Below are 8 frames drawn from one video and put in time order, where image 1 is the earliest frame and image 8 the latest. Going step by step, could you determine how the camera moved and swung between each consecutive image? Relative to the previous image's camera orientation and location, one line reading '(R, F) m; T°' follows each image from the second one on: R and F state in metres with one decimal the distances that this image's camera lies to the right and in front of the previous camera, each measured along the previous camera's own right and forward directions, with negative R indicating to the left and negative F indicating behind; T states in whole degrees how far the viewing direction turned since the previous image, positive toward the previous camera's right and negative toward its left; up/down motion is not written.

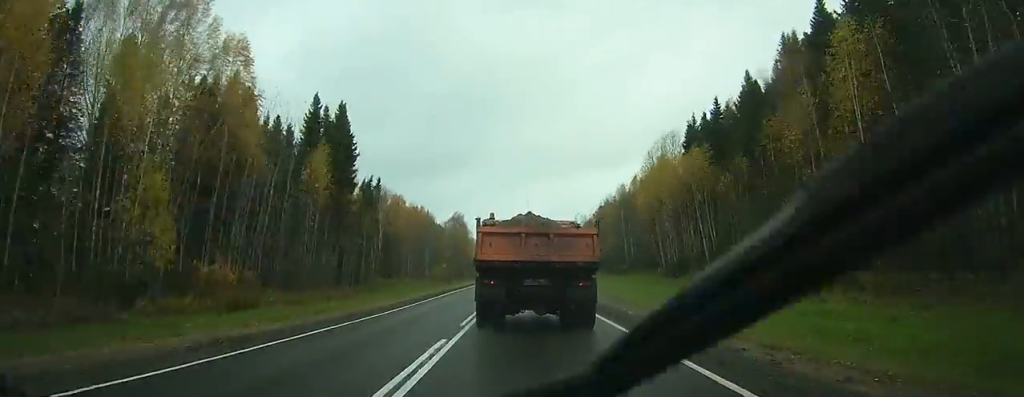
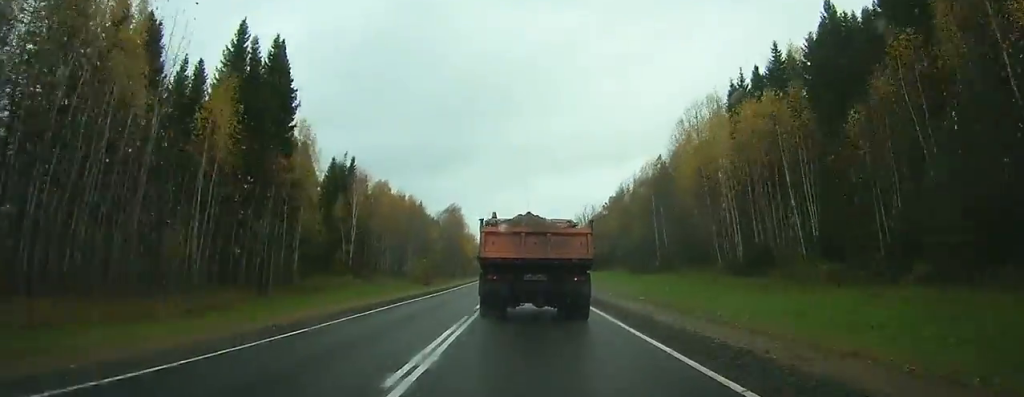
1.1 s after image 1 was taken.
(0.0, +20.5) m; 0°
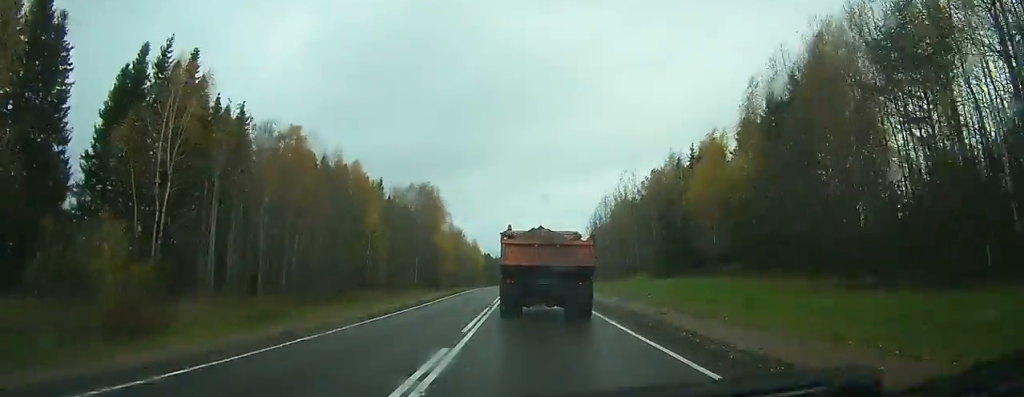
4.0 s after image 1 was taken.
(-0.4, +54.6) m; -1°
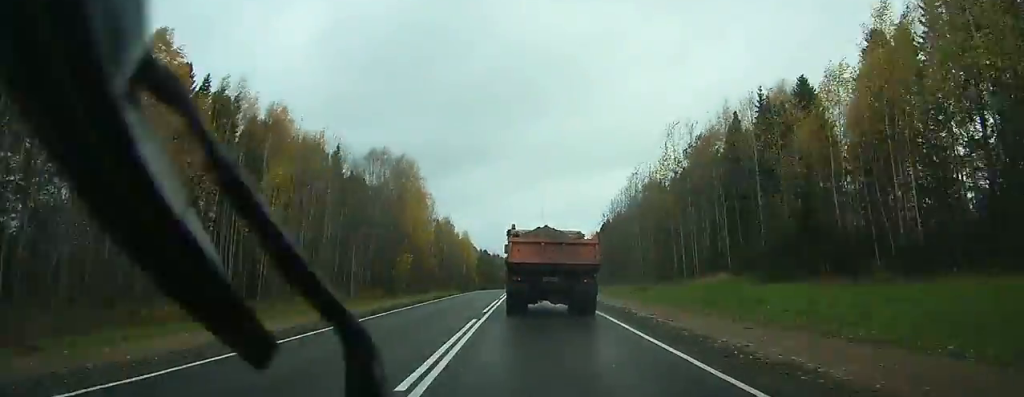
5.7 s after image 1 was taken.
(-0.1, +30.6) m; 0°
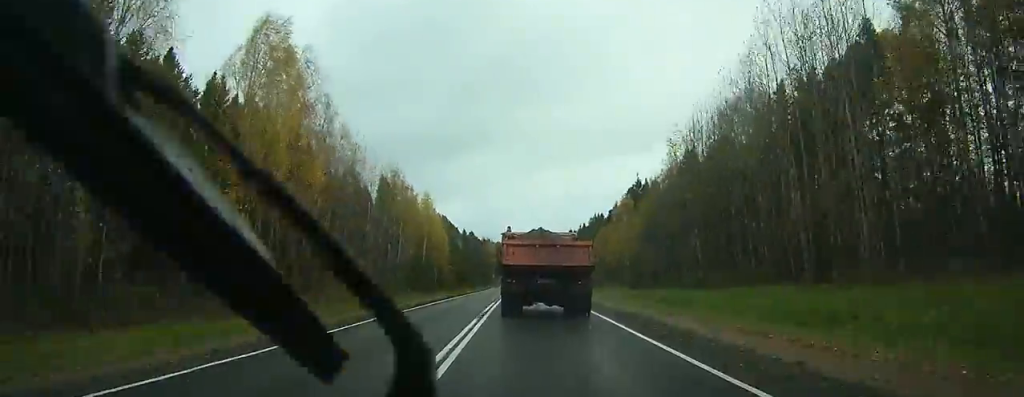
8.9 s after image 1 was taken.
(+0.2, +58.5) m; 0°
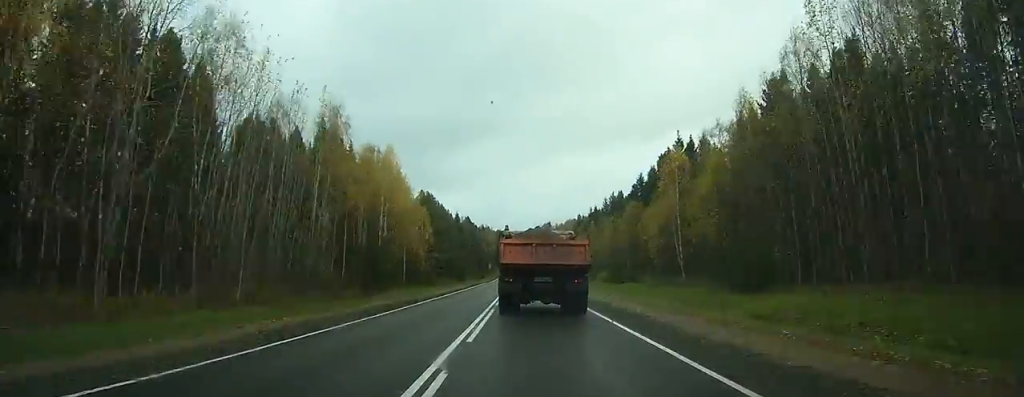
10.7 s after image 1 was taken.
(0.0, +33.3) m; 0°
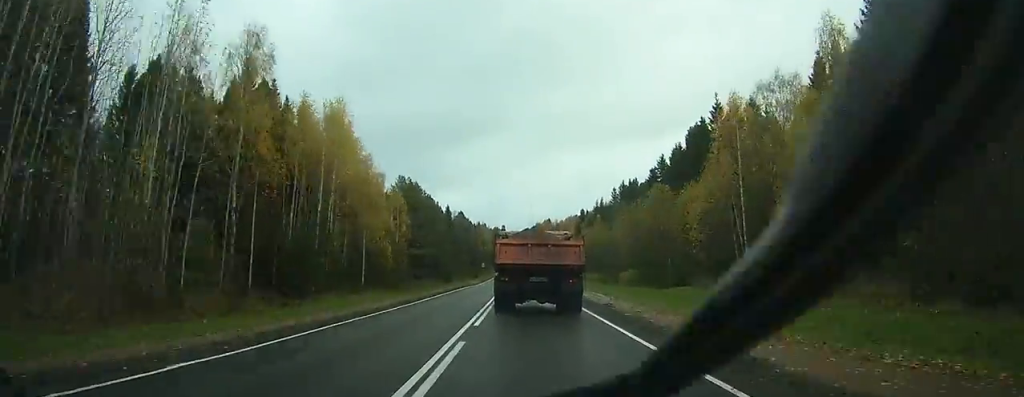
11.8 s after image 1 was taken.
(0.0, +21.5) m; 0°
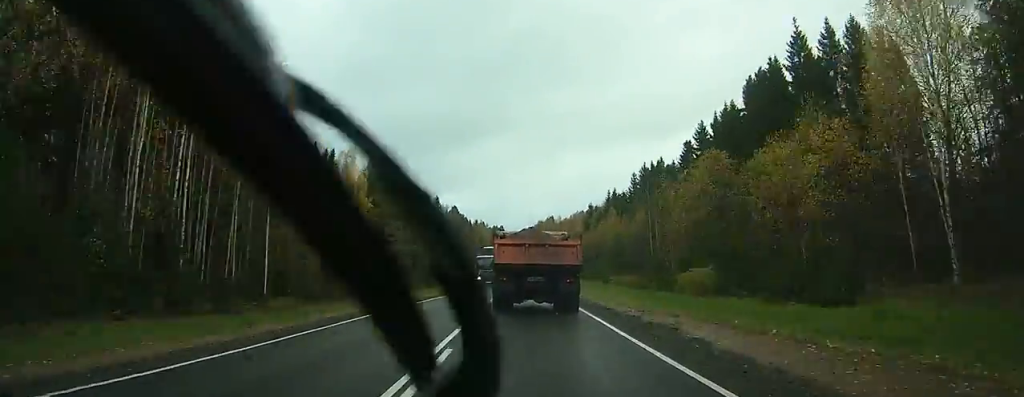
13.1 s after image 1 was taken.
(0.0, +25.7) m; 0°
